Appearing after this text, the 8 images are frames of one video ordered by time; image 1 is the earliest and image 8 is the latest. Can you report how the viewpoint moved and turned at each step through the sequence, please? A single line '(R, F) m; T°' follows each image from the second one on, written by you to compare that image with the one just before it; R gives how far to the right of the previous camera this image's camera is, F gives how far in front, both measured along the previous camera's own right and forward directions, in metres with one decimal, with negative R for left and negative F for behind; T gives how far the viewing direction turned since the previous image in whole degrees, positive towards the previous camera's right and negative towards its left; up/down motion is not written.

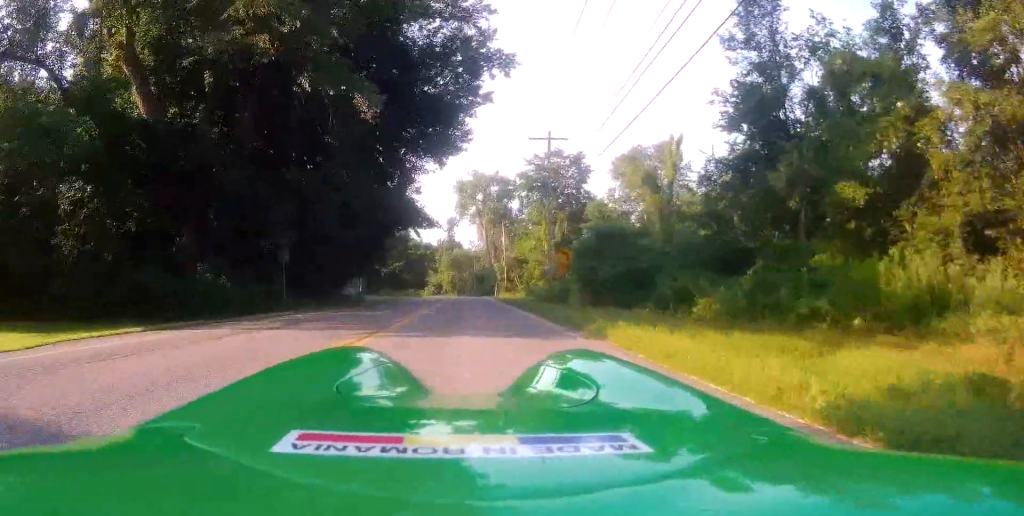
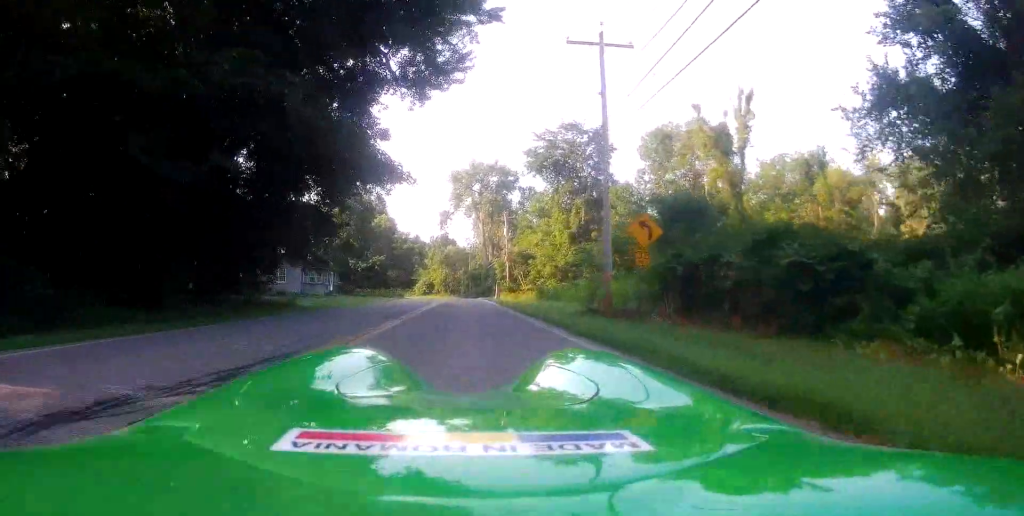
(+0.3, +14.1) m; +2°
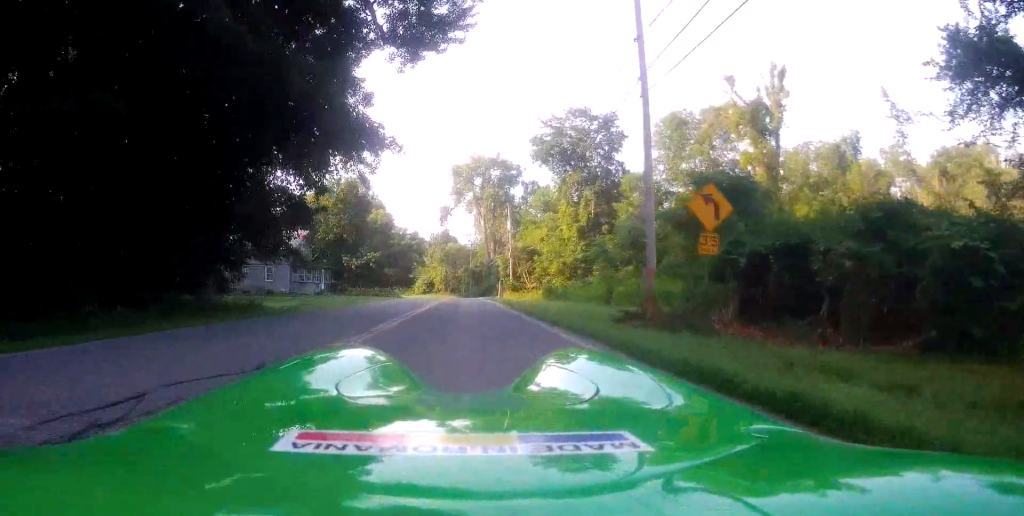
(+0.2, +4.4) m; -1°
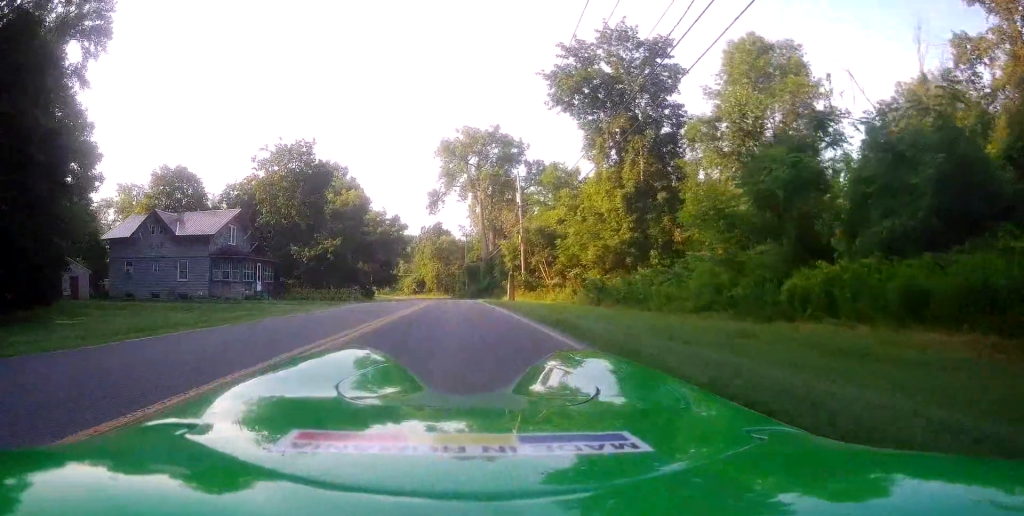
(-0.2, +18.3) m; -1°
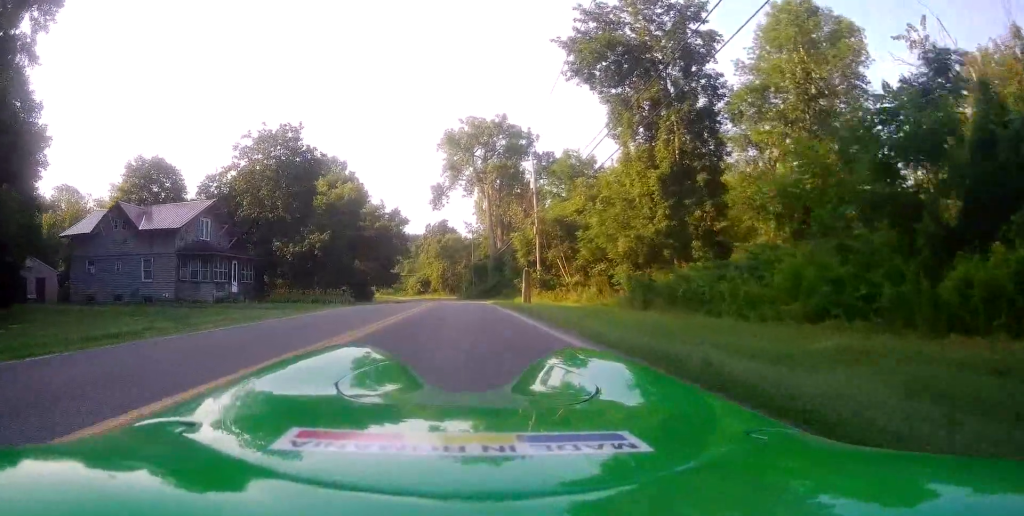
(-0.2, +6.1) m; -1°
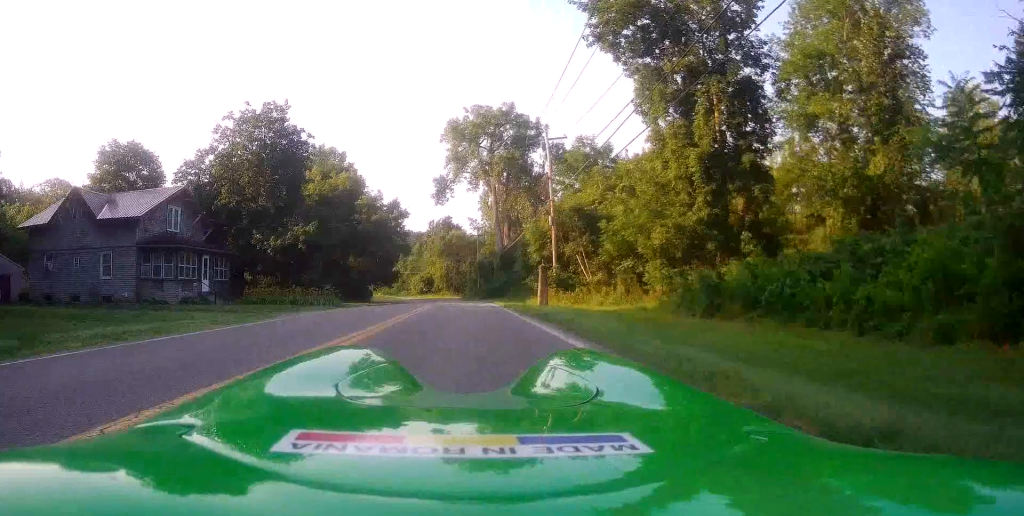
(+0.1, +5.5) m; +2°
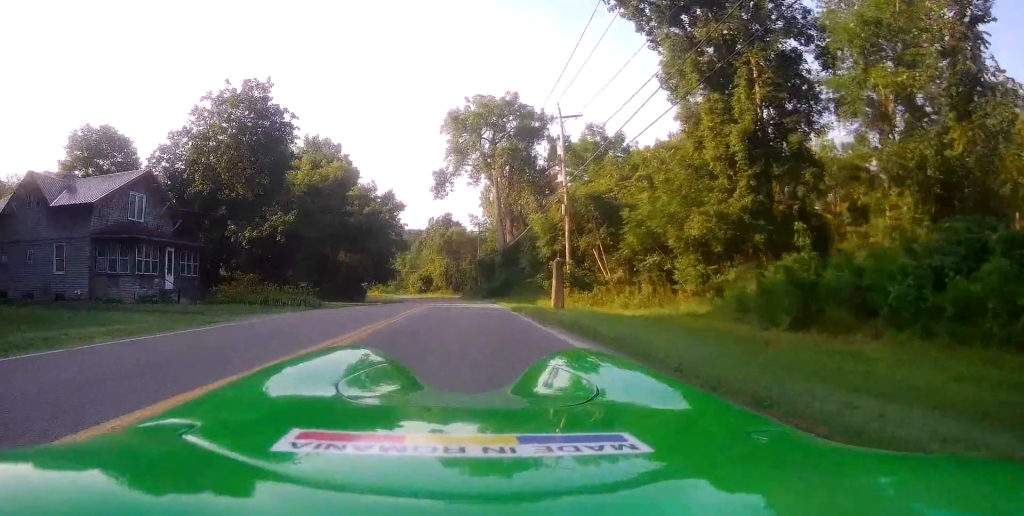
(+0.1, +4.8) m; +1°
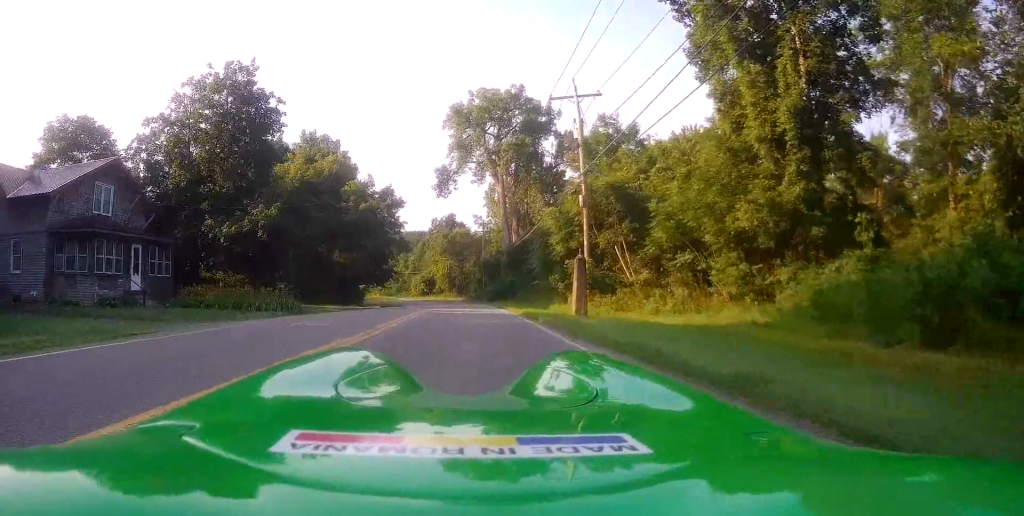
(+0.1, +3.8) m; +1°
